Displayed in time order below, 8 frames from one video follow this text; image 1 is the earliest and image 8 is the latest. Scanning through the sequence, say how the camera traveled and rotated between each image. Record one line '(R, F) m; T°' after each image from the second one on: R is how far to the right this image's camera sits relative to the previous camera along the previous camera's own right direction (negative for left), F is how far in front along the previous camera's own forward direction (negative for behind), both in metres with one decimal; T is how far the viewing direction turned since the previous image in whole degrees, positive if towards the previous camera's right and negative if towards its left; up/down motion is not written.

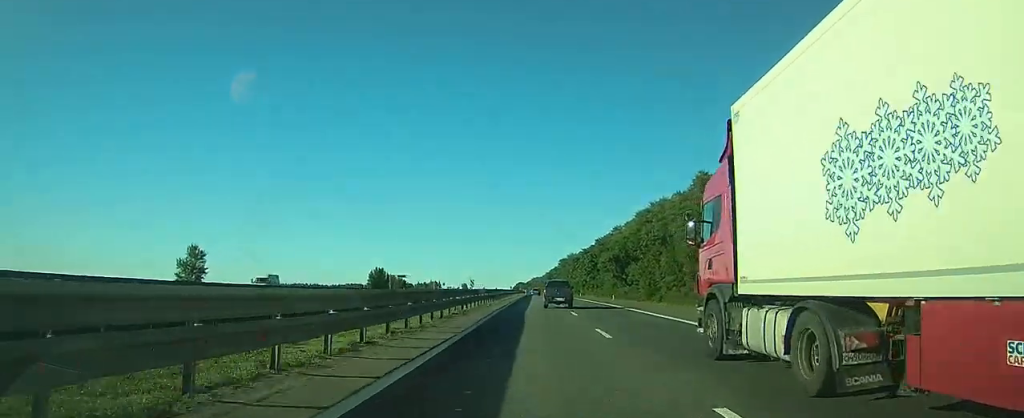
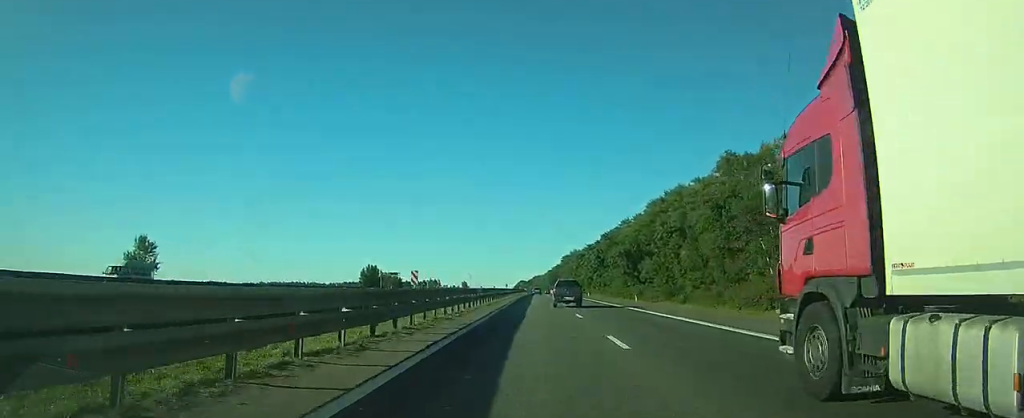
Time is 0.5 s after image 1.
(0.0, +15.2) m; 0°
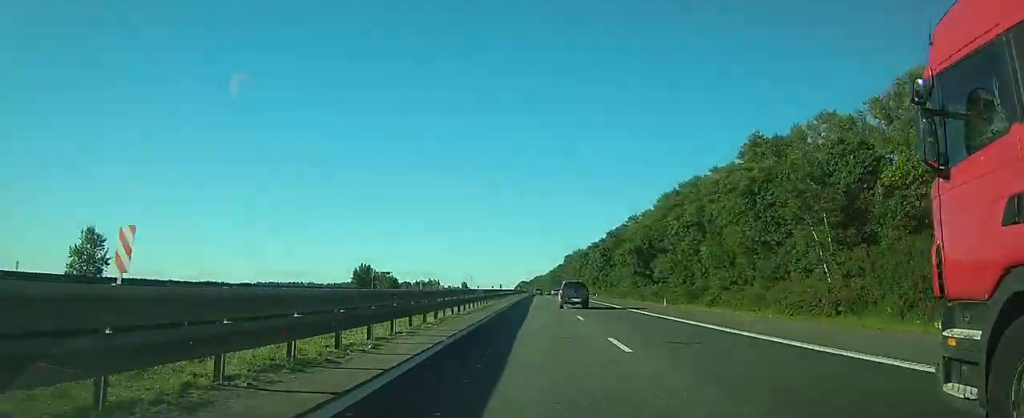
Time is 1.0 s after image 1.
(-0.1, +12.3) m; 0°
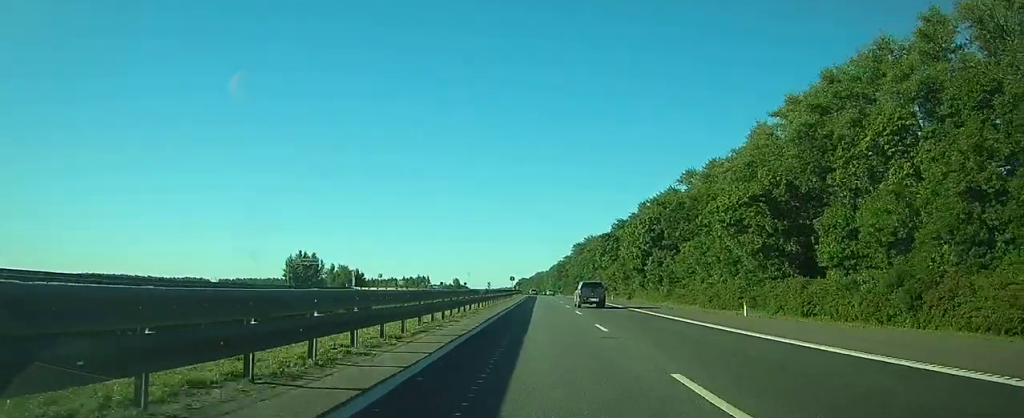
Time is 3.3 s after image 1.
(0.0, +65.9) m; 0°
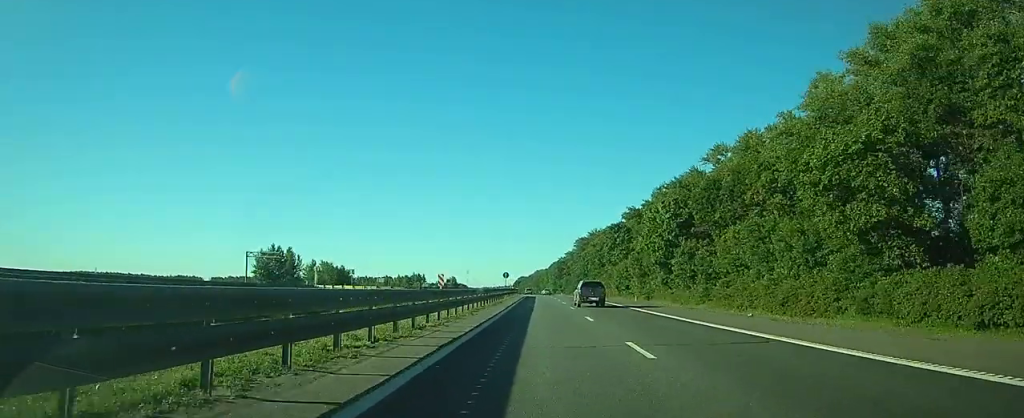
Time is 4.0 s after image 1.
(+0.1, +18.8) m; 0°
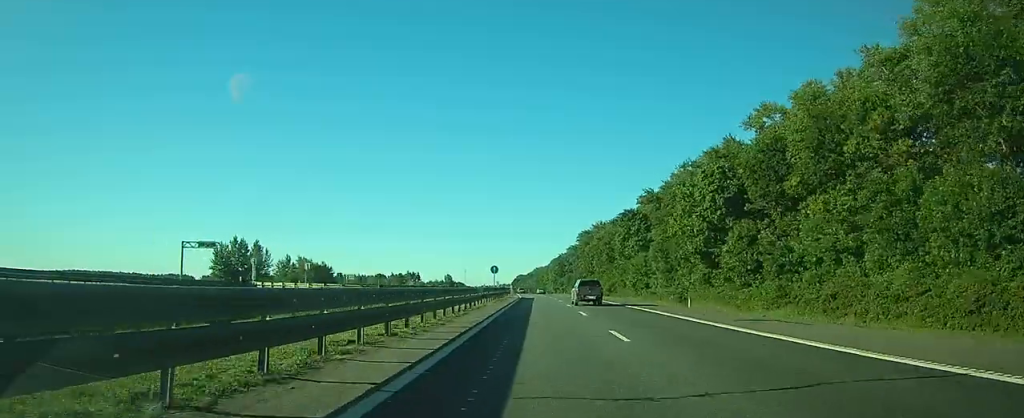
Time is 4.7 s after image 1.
(0.0, +20.7) m; 0°
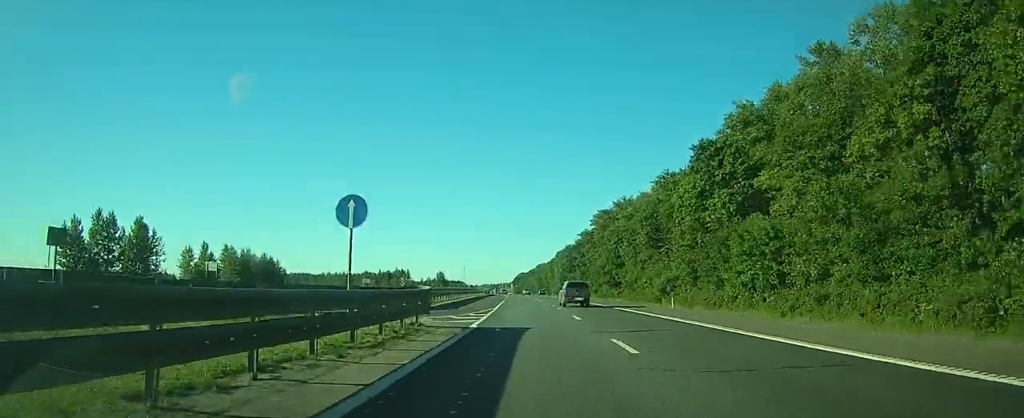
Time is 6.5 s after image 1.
(0.0, +49.8) m; 0°
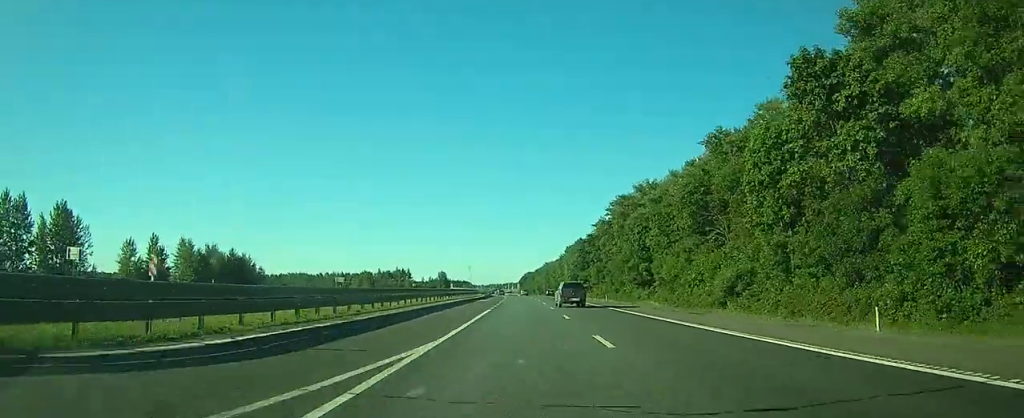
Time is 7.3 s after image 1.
(0.0, +22.7) m; 0°
